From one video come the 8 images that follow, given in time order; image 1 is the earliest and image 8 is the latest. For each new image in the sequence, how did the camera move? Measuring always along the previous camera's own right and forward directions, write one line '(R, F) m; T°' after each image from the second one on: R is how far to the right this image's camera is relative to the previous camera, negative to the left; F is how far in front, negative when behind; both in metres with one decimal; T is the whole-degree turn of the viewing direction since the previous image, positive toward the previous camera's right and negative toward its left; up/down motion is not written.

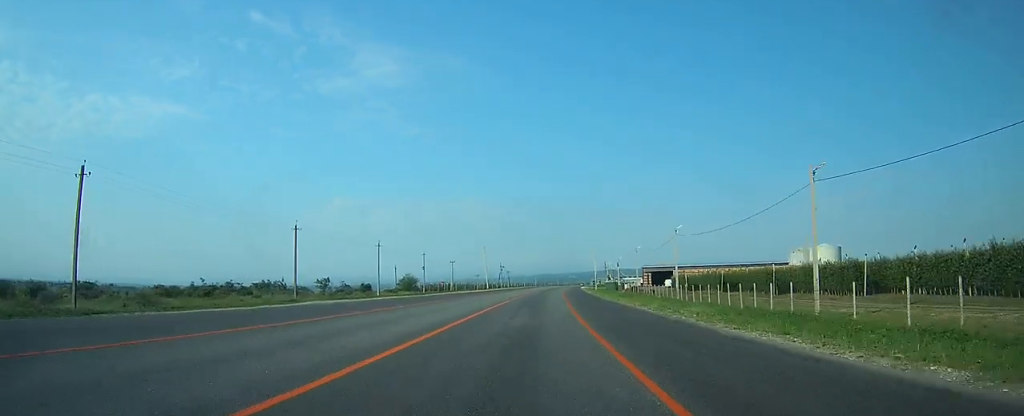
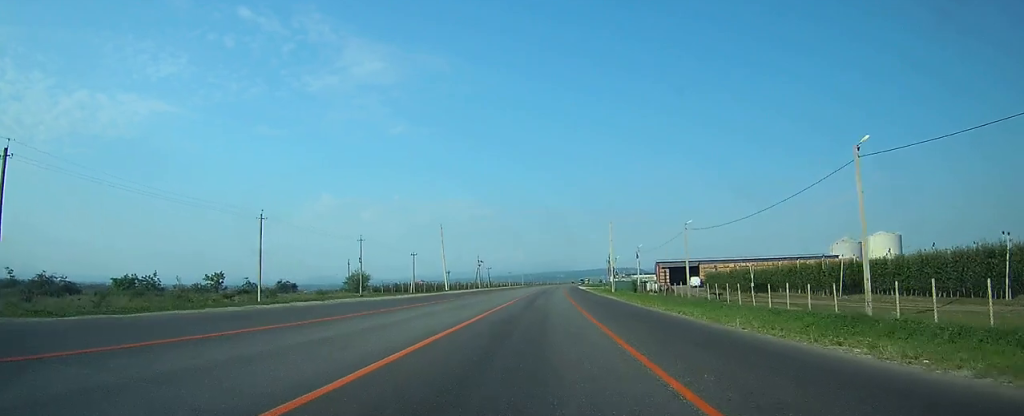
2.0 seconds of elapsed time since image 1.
(+0.5, +38.7) m; +1°
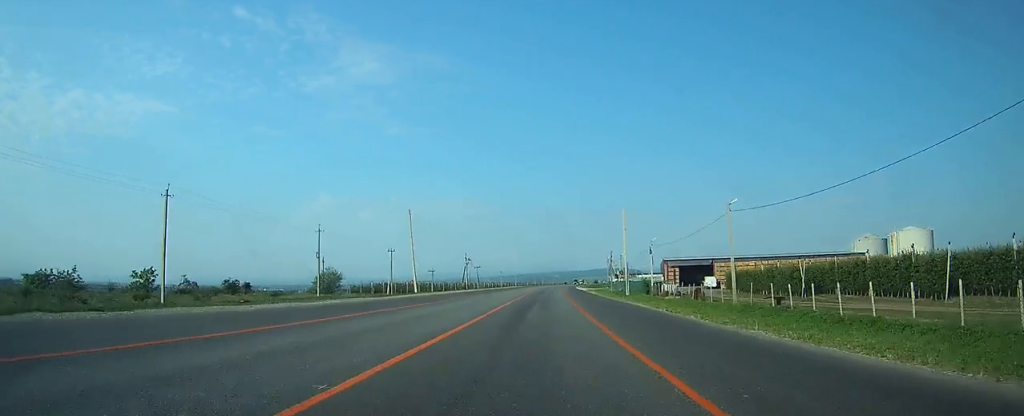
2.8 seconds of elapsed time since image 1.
(0.0, +15.4) m; 0°
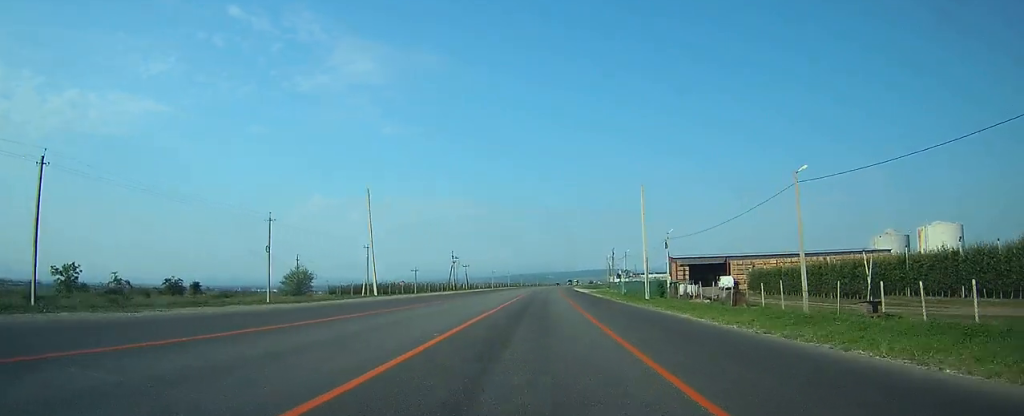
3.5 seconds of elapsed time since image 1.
(0.0, +12.8) m; 0°
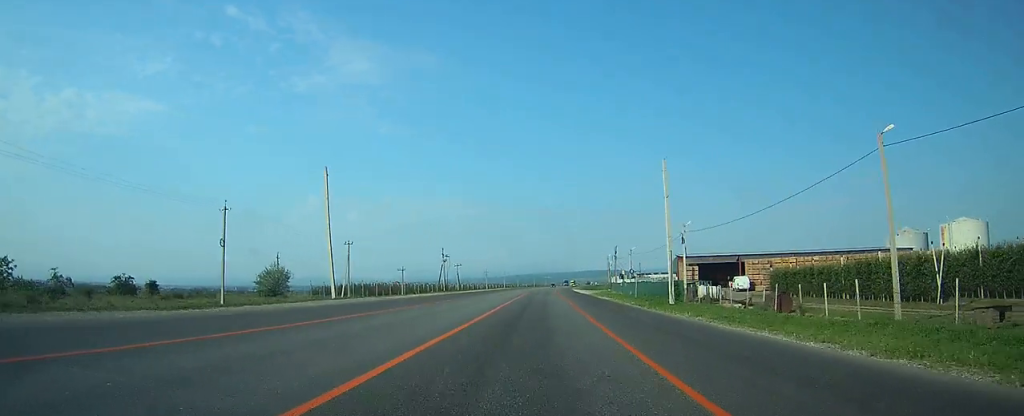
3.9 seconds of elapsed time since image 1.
(0.0, +9.0) m; 0°
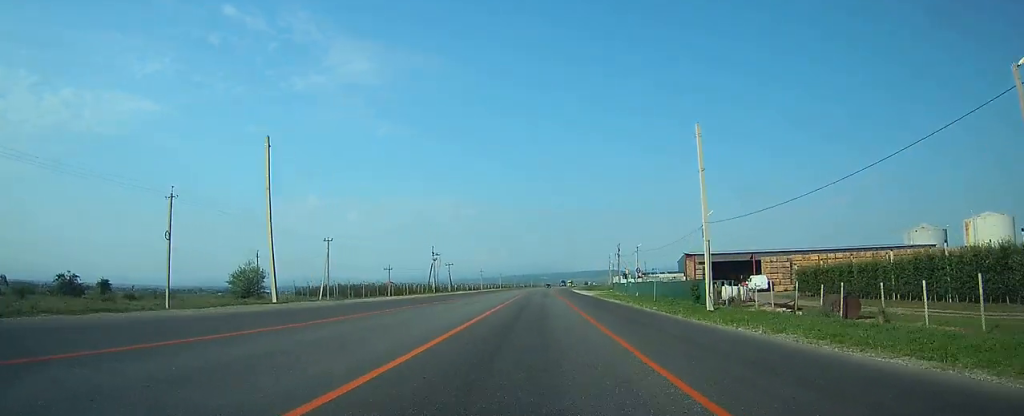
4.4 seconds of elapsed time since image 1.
(0.0, +8.3) m; 0°
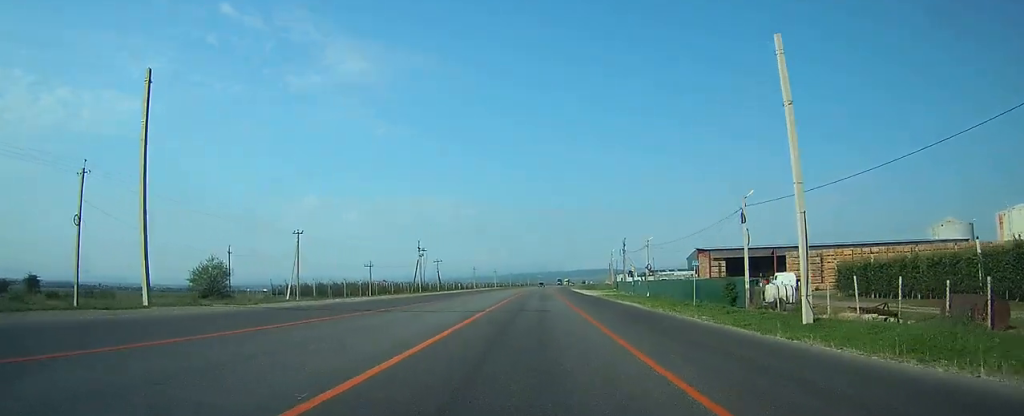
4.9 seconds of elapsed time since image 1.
(+0.1, +10.3) m; 0°
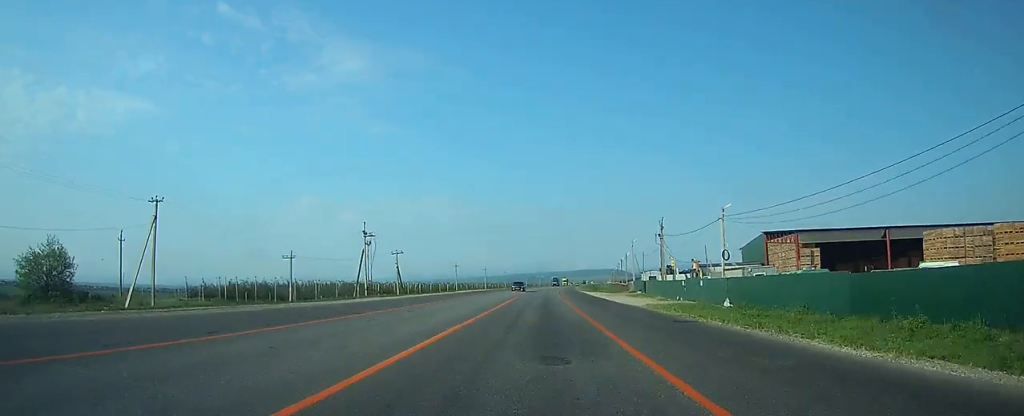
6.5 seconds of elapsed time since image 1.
(+0.3, +30.8) m; +1°
